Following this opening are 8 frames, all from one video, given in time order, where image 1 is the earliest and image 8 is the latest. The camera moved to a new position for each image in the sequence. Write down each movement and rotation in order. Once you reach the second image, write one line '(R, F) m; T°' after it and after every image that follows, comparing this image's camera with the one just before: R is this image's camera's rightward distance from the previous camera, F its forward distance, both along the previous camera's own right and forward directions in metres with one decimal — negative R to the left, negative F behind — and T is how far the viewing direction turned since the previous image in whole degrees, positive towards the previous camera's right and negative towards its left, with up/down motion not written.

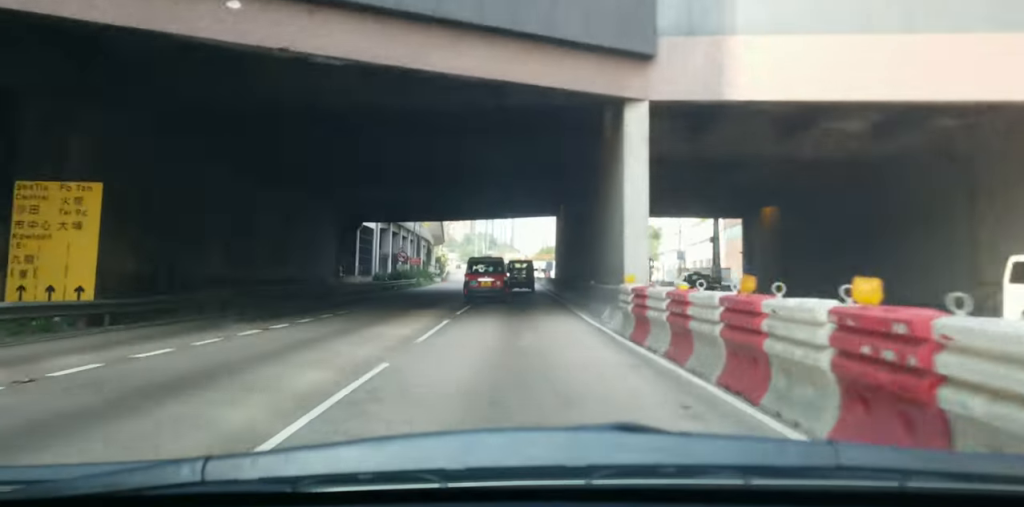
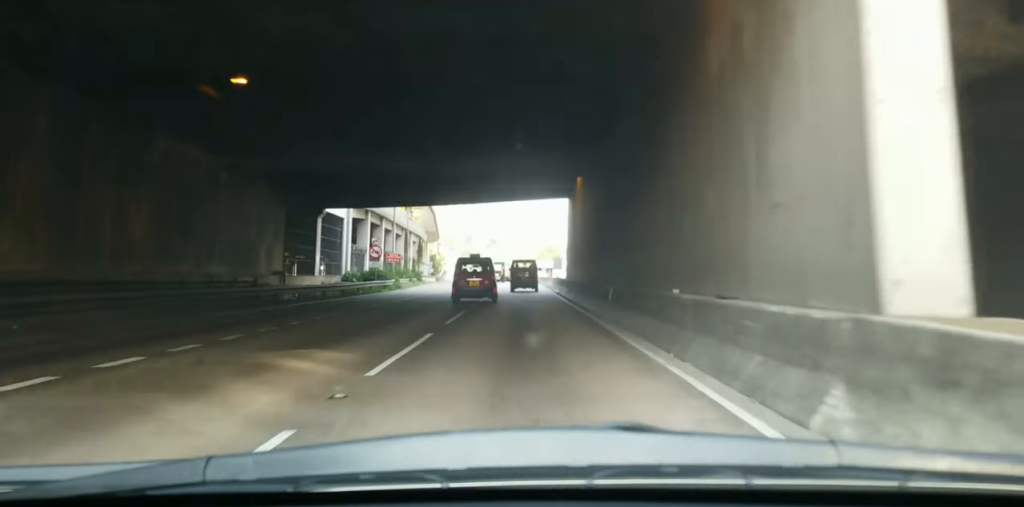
(+0.4, +13.0) m; +1°
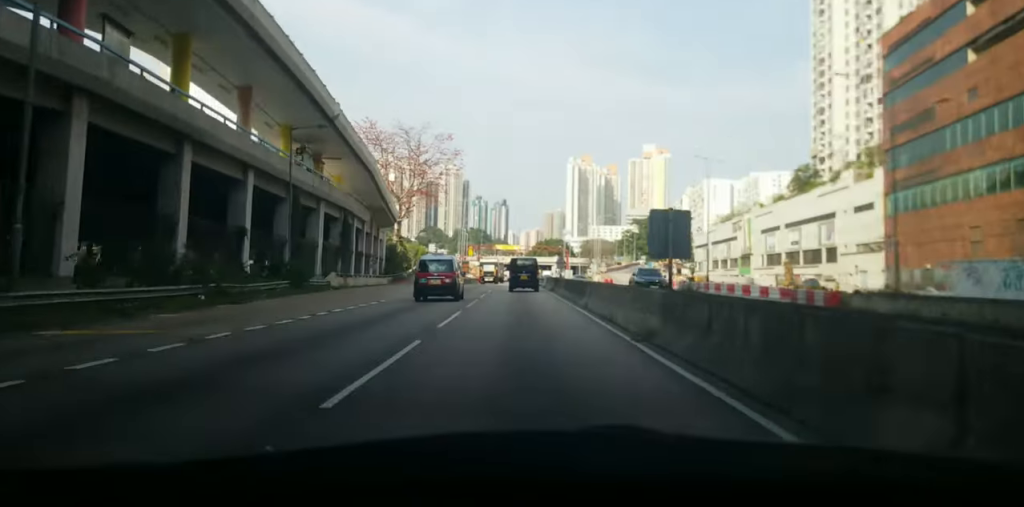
(-0.4, +44.9) m; 0°
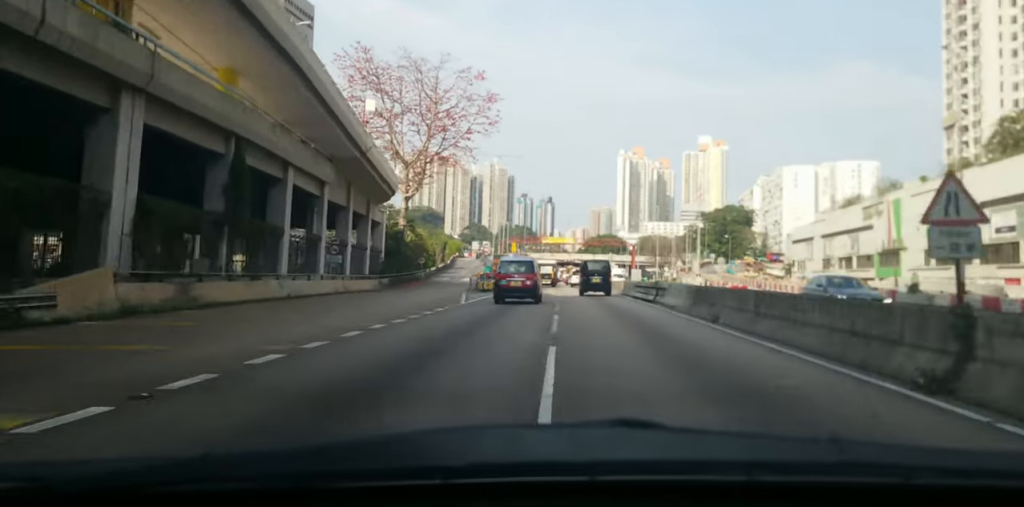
(0.0, +37.2) m; -1°
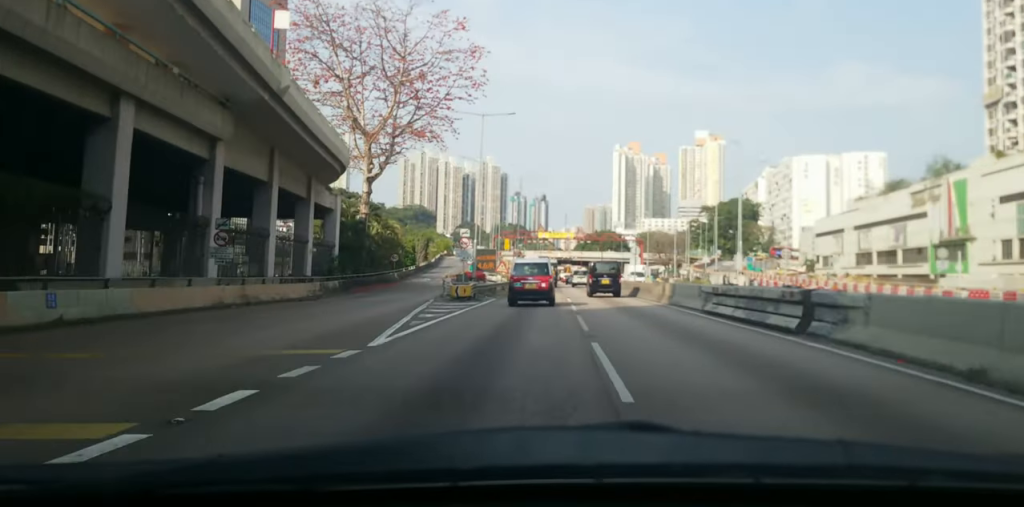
(-0.1, +17.2) m; +1°
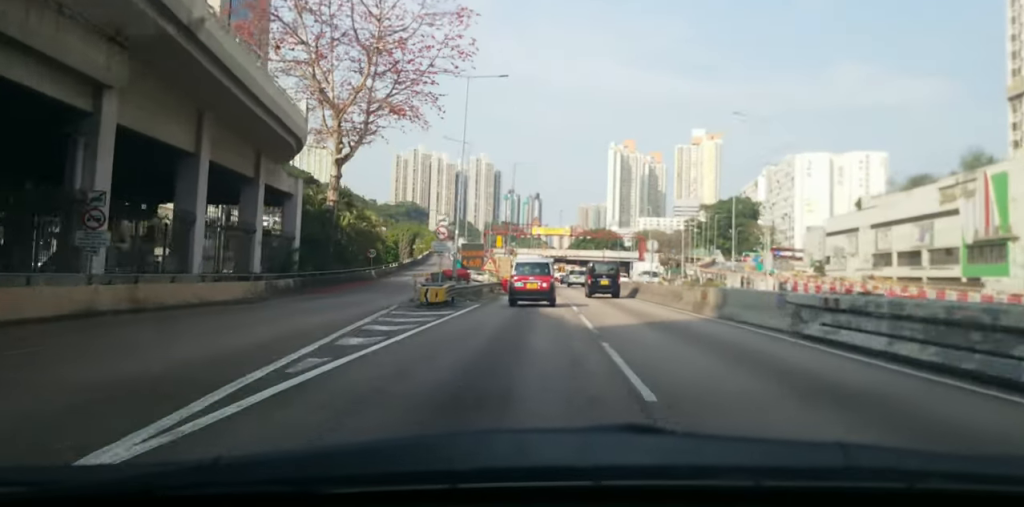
(+0.1, +8.9) m; +1°
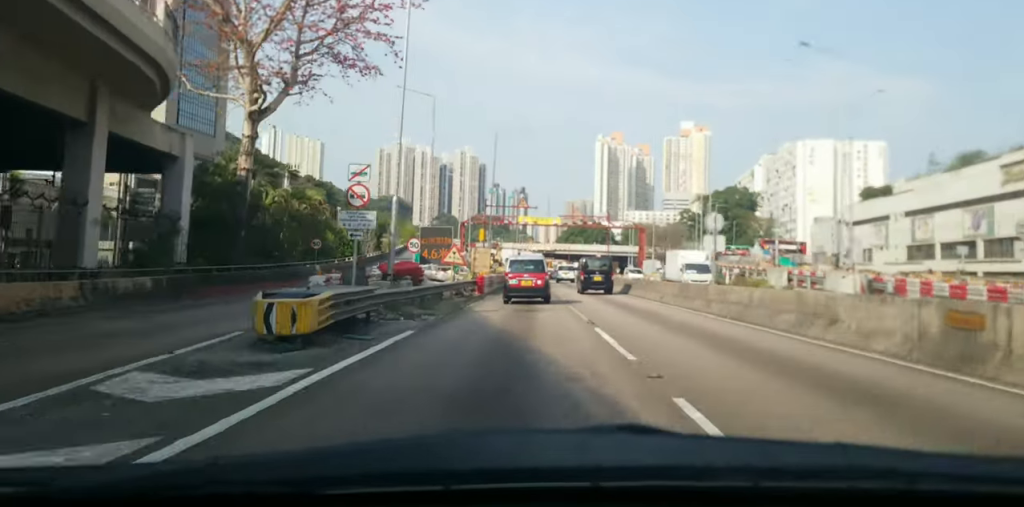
(+0.2, +15.3) m; +2°
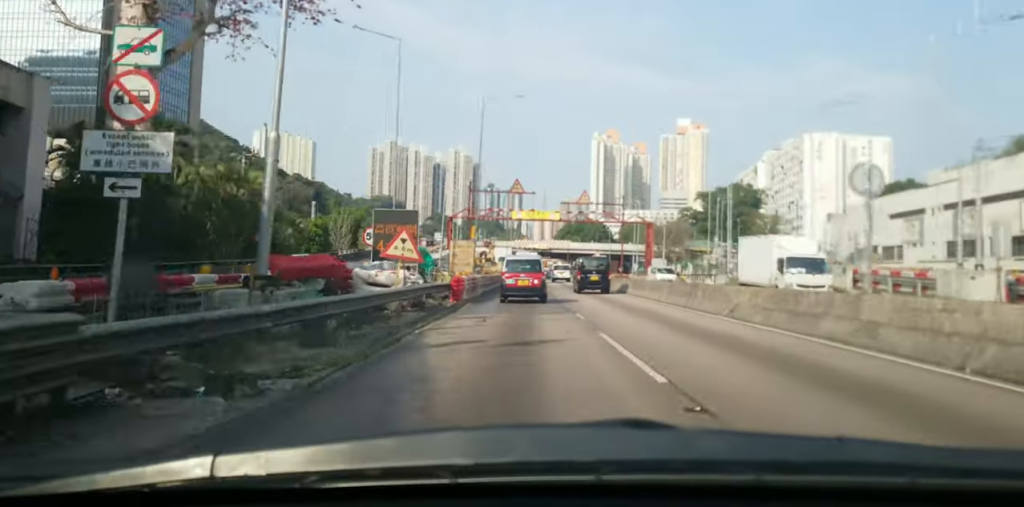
(+0.3, +11.1) m; +1°
